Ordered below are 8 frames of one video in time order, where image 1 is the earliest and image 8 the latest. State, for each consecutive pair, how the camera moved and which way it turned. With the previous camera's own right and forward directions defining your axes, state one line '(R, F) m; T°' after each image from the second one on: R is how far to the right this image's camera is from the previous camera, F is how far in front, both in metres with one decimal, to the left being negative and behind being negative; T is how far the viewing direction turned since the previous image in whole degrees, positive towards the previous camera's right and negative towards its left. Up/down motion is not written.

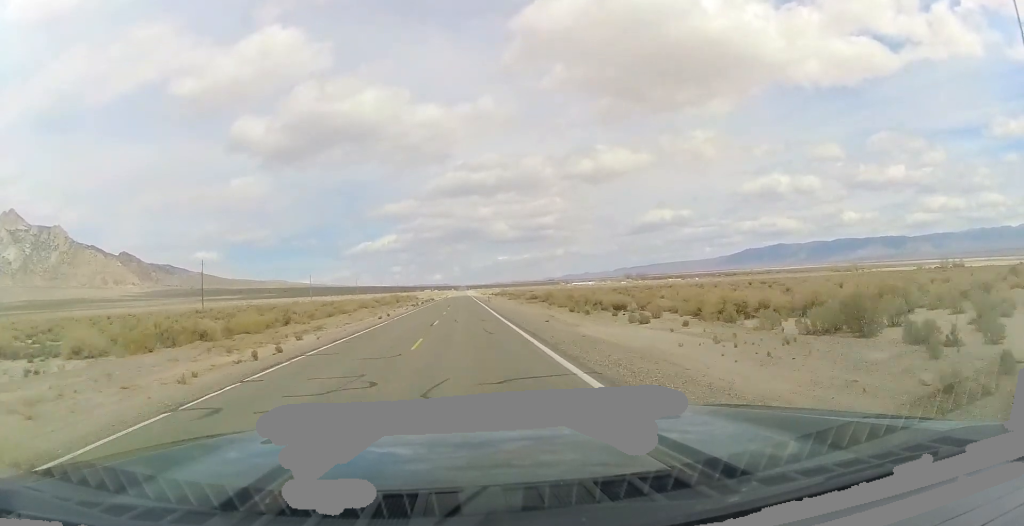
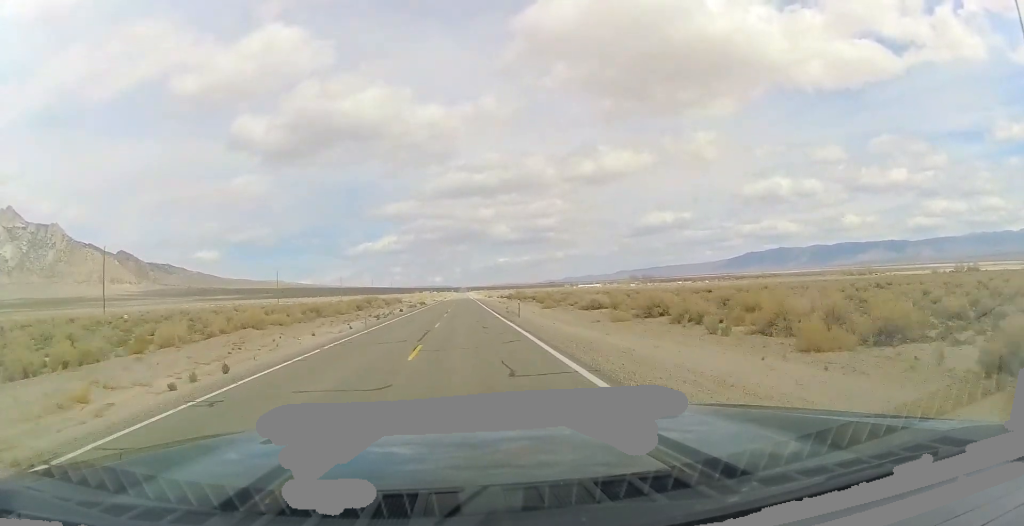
(0.0, +38.9) m; 0°
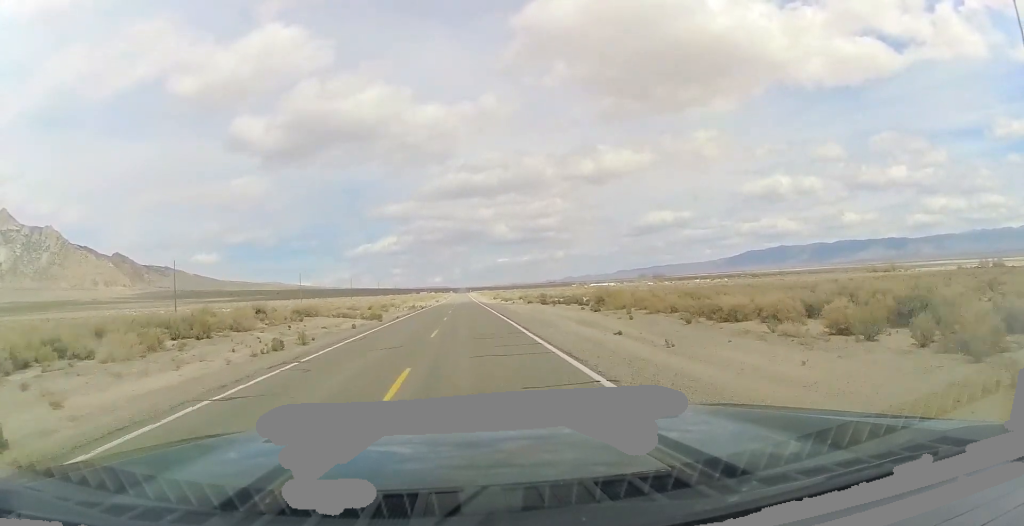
(0.0, +66.2) m; 0°
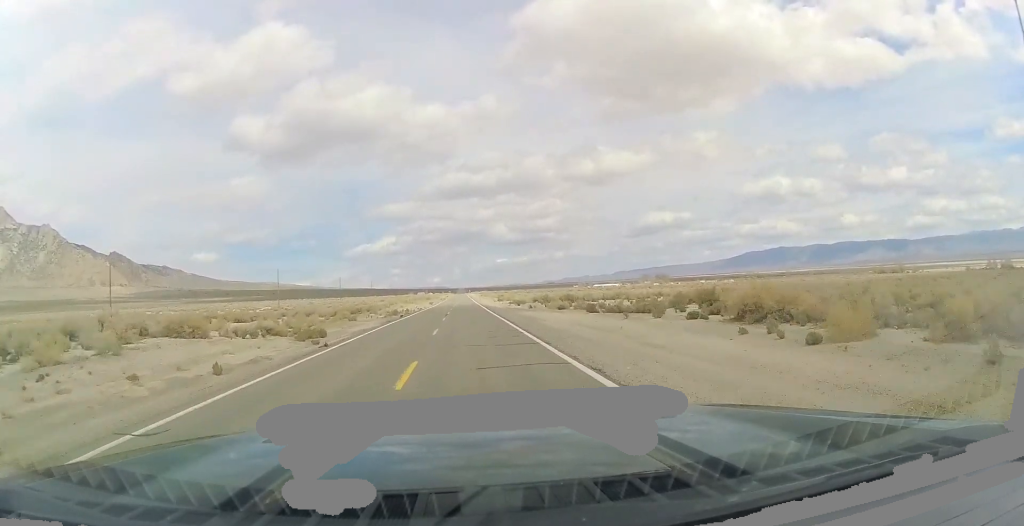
(+0.1, +23.4) m; 0°
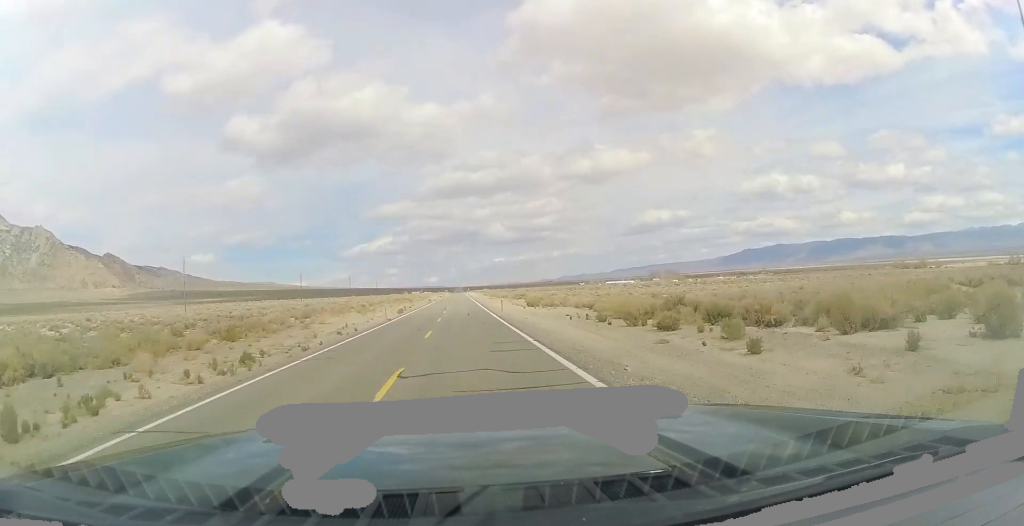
(-0.1, +61.7) m; 0°
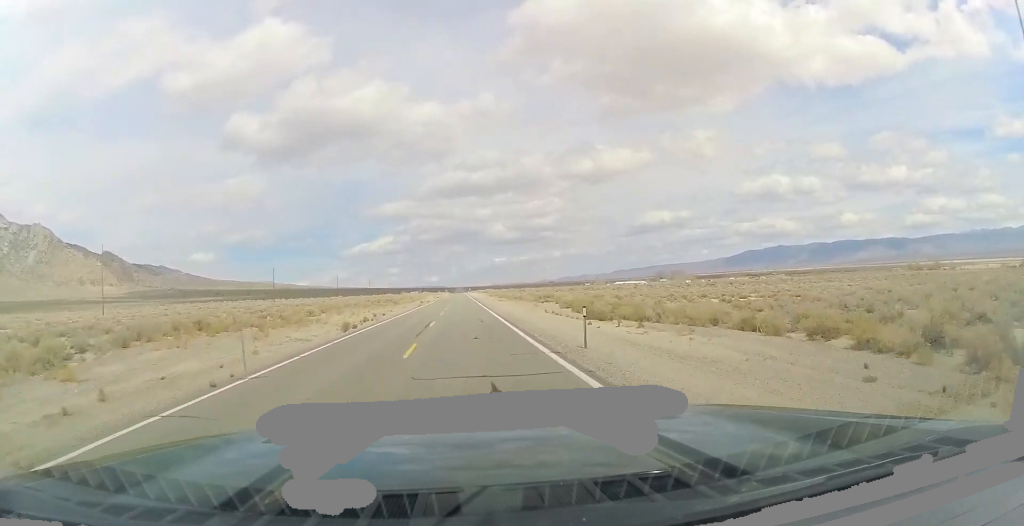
(+0.2, +31.1) m; 0°
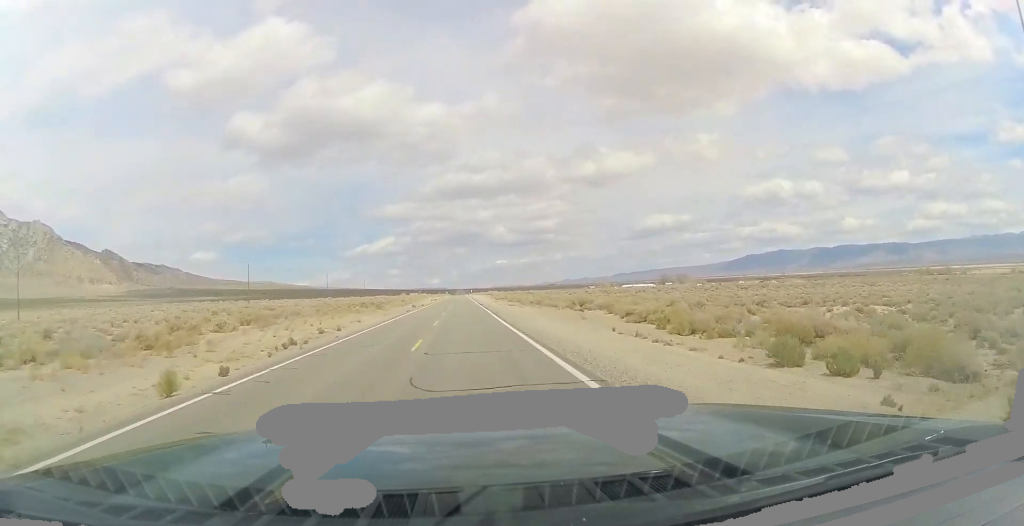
(-0.1, +22.4) m; 0°
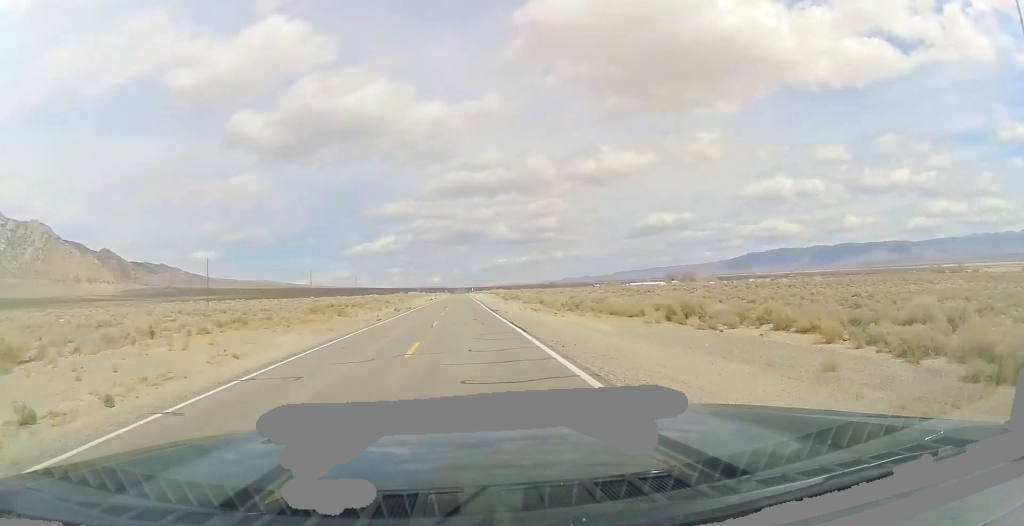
(-0.1, +26.1) m; 0°
